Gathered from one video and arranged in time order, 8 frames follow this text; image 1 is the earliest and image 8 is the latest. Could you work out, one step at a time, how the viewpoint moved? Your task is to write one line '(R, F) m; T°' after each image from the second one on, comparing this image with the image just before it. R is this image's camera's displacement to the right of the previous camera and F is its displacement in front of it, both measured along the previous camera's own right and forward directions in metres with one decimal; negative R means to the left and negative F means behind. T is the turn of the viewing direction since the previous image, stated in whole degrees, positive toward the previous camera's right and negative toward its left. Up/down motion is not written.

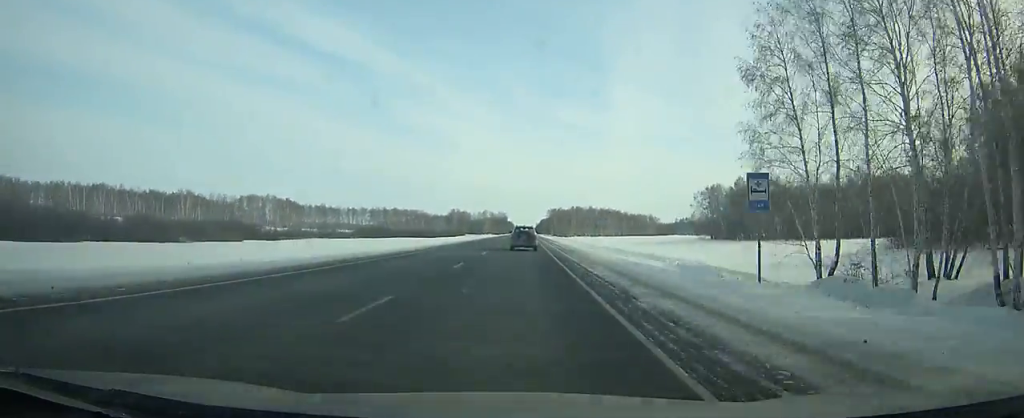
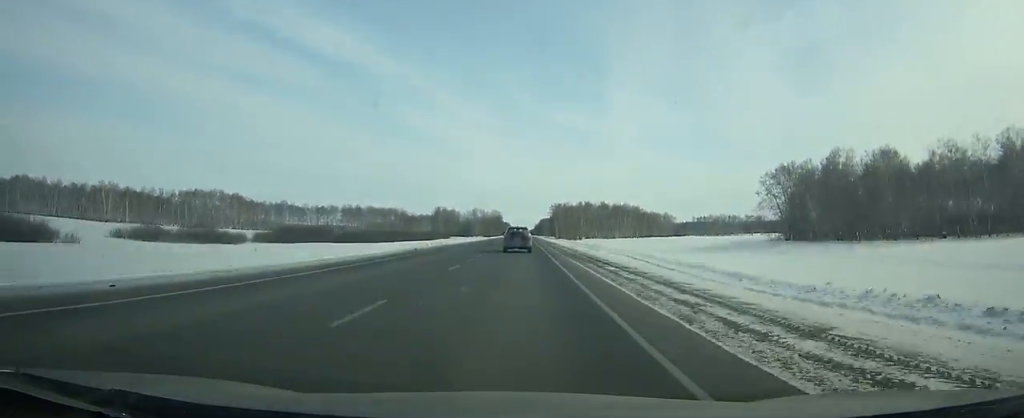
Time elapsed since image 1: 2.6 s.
(-0.1, +68.8) m; 0°
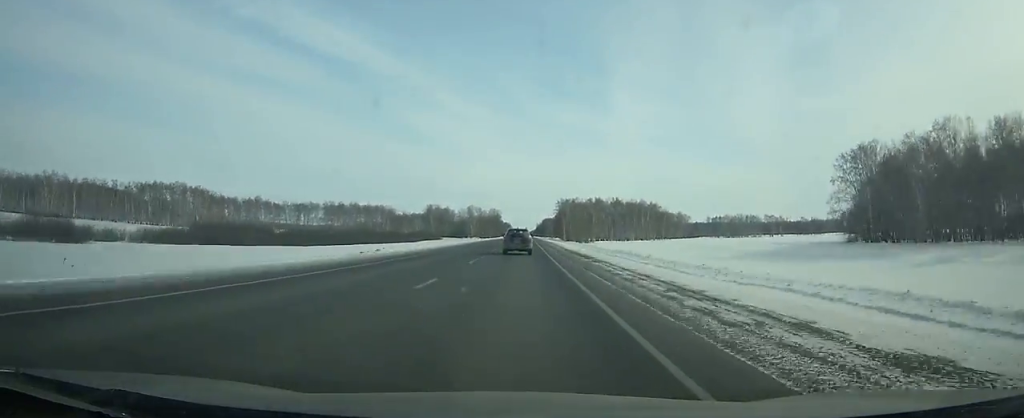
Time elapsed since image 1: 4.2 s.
(0.0, +43.6) m; 0°
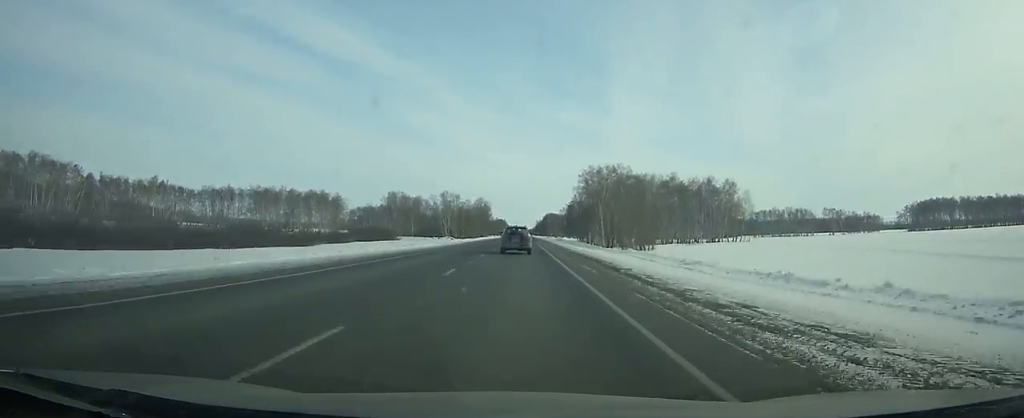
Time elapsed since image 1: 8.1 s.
(+0.1, +111.6) m; 0°
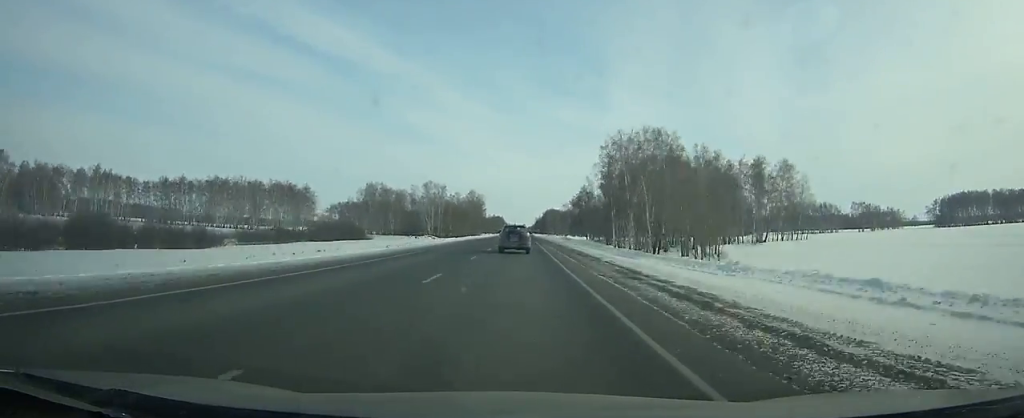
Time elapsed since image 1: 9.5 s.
(+0.1, +39.7) m; 0°
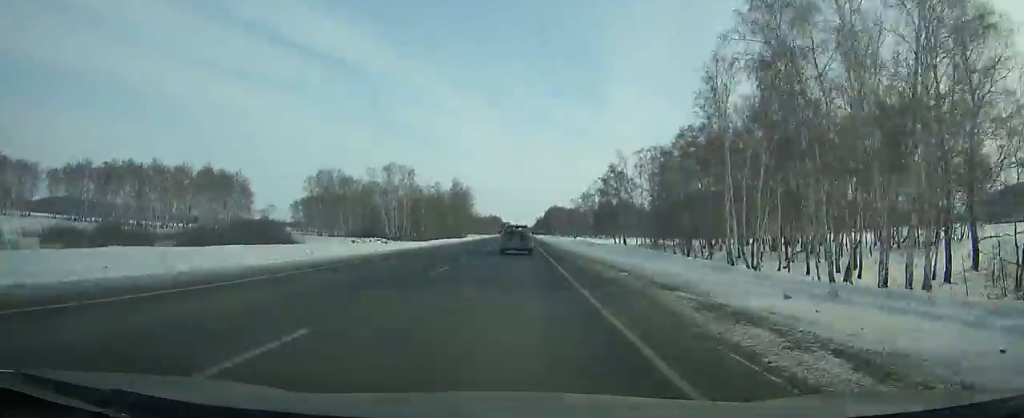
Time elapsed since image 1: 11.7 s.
(+0.1, +61.3) m; 0°
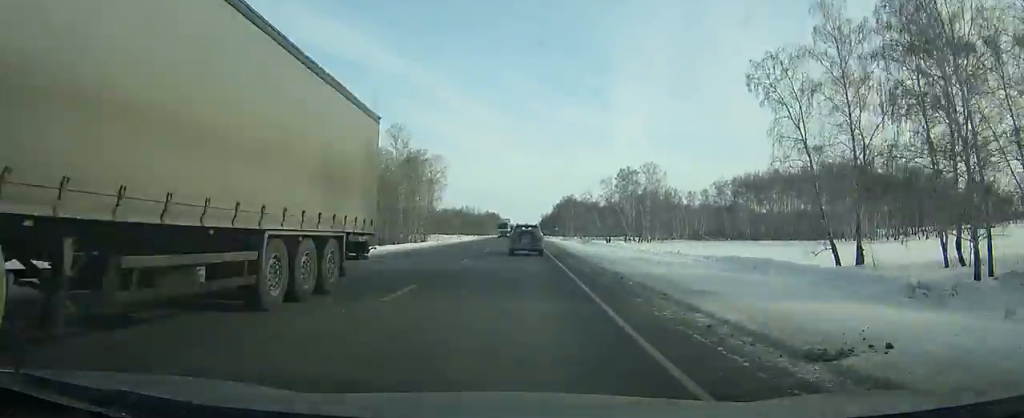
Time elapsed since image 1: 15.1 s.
(-0.1, +92.3) m; 0°
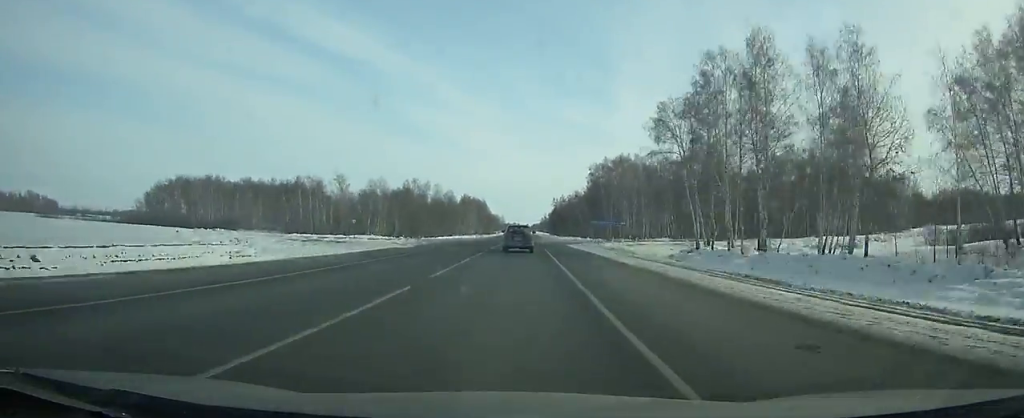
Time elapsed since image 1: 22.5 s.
(+0.3, +195.9) m; 0°
